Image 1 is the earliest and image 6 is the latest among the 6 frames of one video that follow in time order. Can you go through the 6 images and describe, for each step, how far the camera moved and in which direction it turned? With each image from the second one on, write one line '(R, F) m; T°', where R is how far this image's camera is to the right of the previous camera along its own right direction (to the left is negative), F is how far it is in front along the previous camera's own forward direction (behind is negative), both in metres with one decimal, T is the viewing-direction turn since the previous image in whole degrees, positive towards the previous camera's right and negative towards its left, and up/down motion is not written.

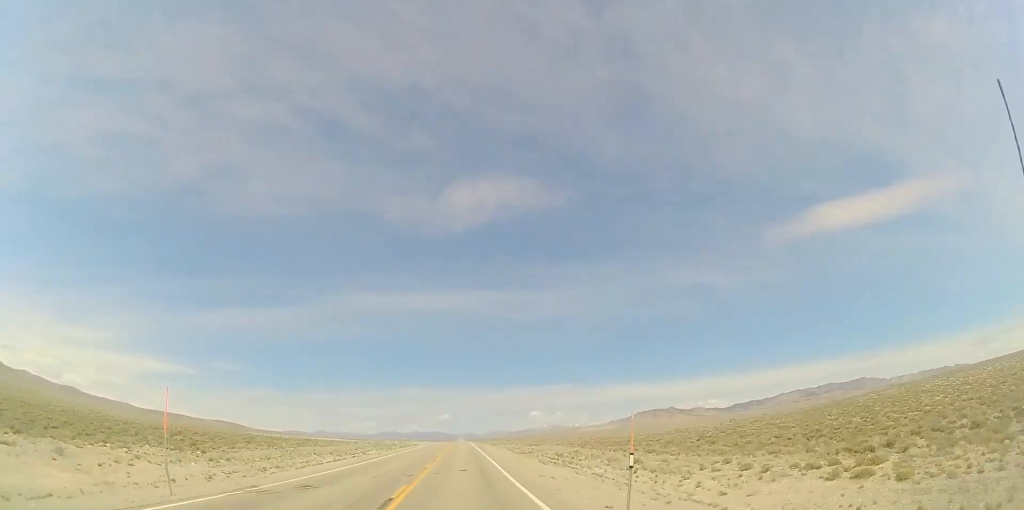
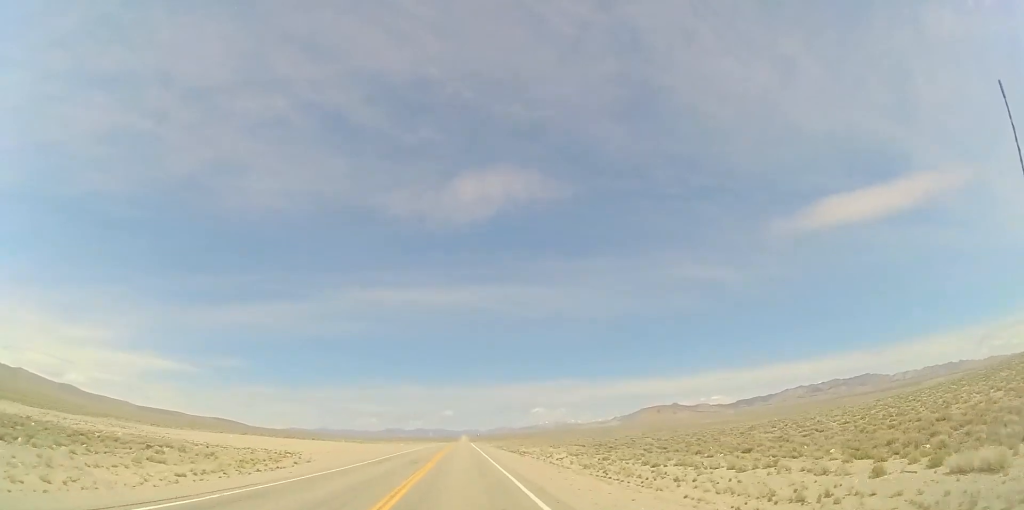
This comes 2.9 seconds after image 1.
(-1.2, +82.7) m; -1°
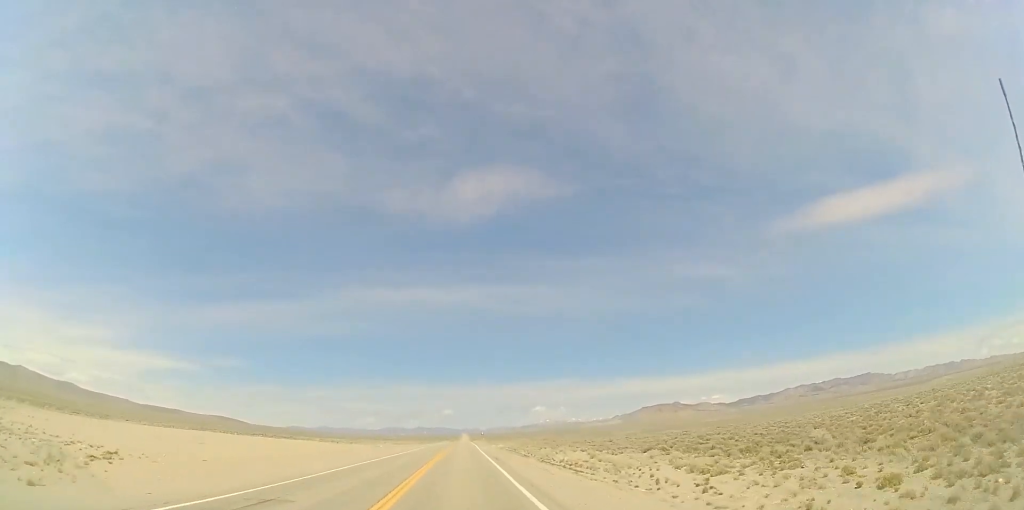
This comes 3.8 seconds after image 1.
(-0.2, +24.5) m; -1°
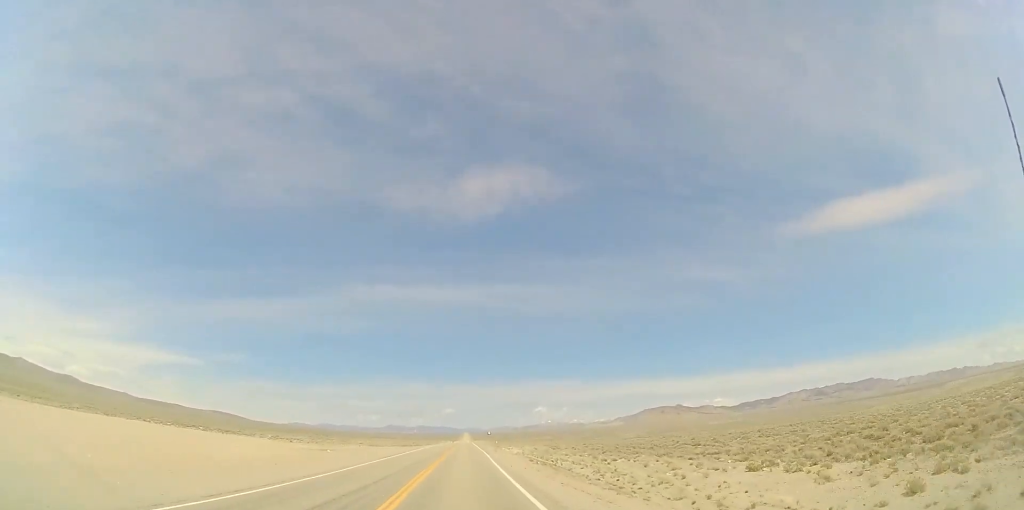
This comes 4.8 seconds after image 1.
(-0.2, +29.2) m; -1°
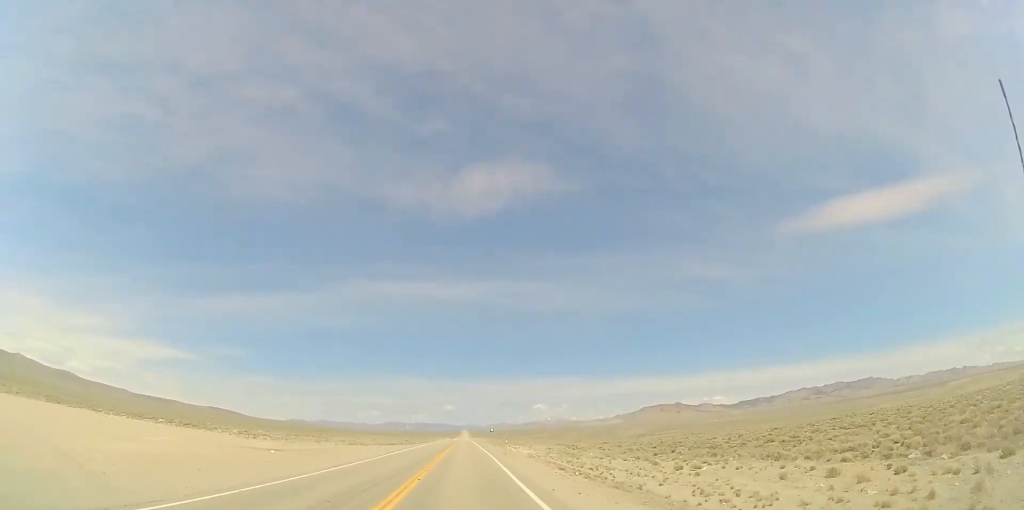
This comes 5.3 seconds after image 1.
(0.0, +13.2) m; 0°
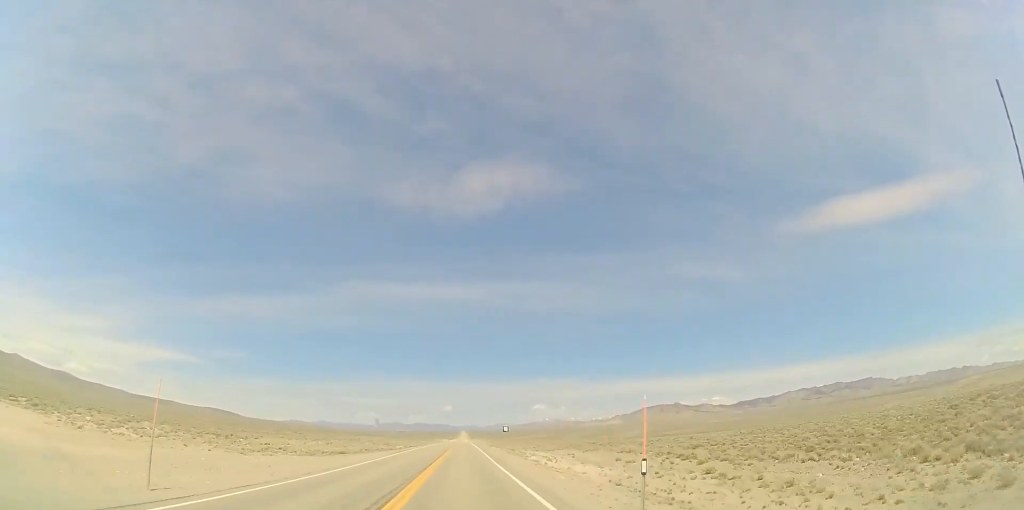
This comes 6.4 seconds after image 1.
(0.0, +31.3) m; +1°
